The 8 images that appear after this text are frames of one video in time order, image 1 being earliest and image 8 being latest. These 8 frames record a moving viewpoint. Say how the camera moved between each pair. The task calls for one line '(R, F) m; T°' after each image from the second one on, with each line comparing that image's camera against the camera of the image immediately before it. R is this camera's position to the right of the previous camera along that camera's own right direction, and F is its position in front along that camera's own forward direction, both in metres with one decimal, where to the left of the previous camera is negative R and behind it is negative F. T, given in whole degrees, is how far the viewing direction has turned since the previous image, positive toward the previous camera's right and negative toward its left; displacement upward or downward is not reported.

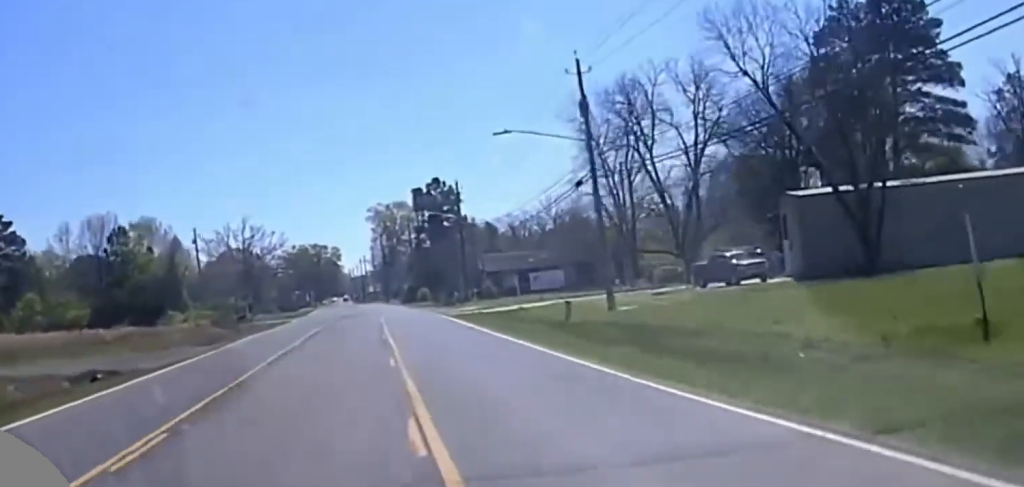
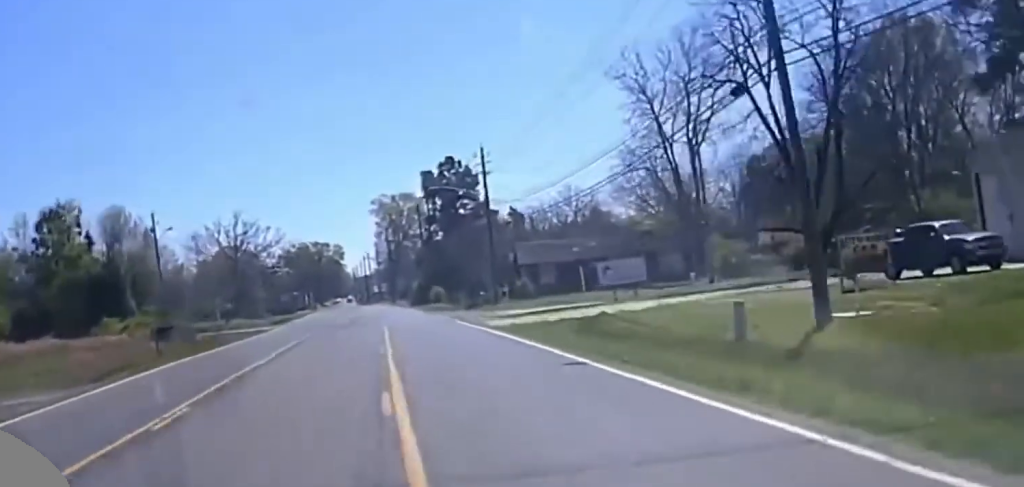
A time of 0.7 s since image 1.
(+0.2, +25.5) m; 0°
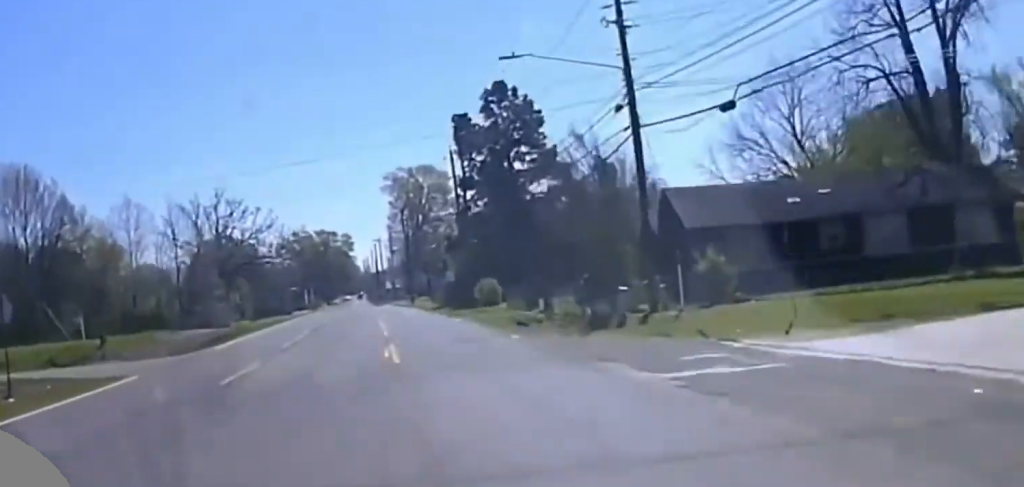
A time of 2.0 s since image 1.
(-0.8, +45.9) m; -1°
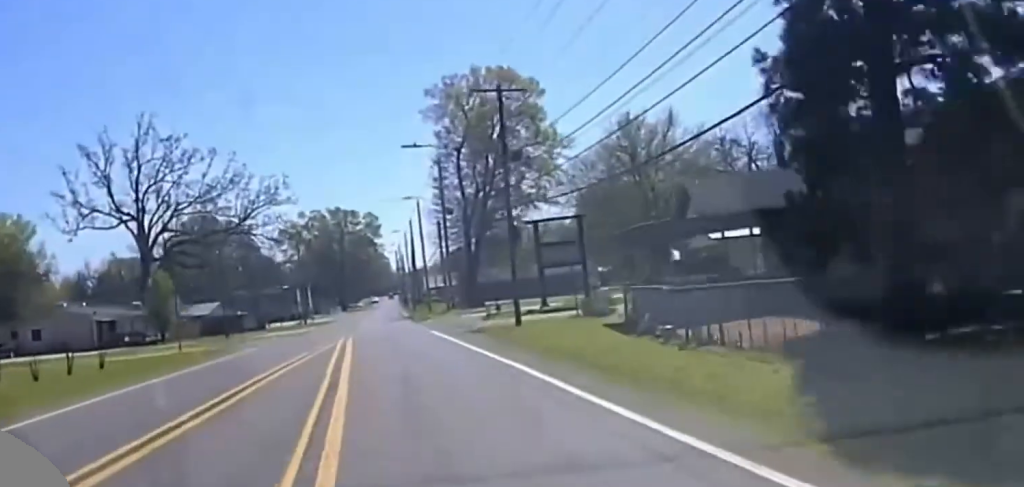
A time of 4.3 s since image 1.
(-1.0, +83.2) m; -1°
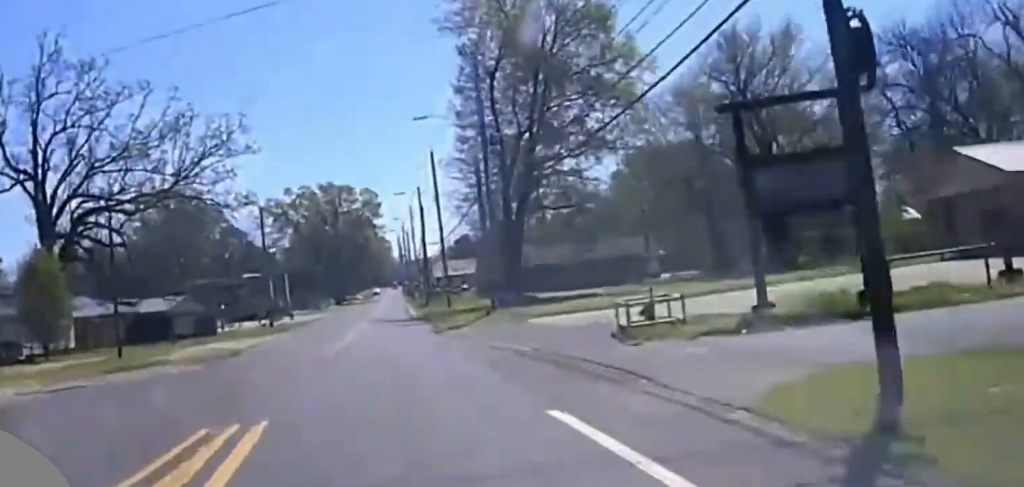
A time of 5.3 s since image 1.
(-0.2, +36.5) m; -1°
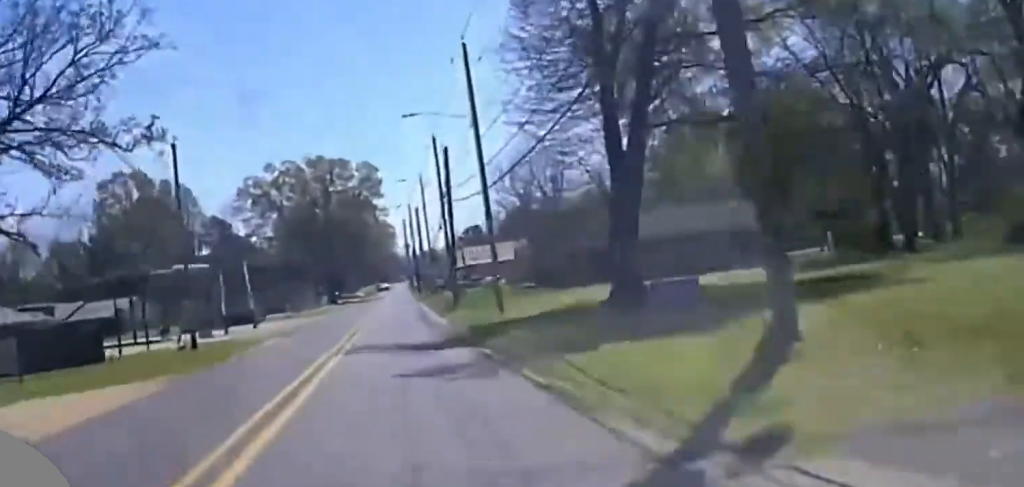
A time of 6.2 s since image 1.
(-0.2, +35.2) m; 0°
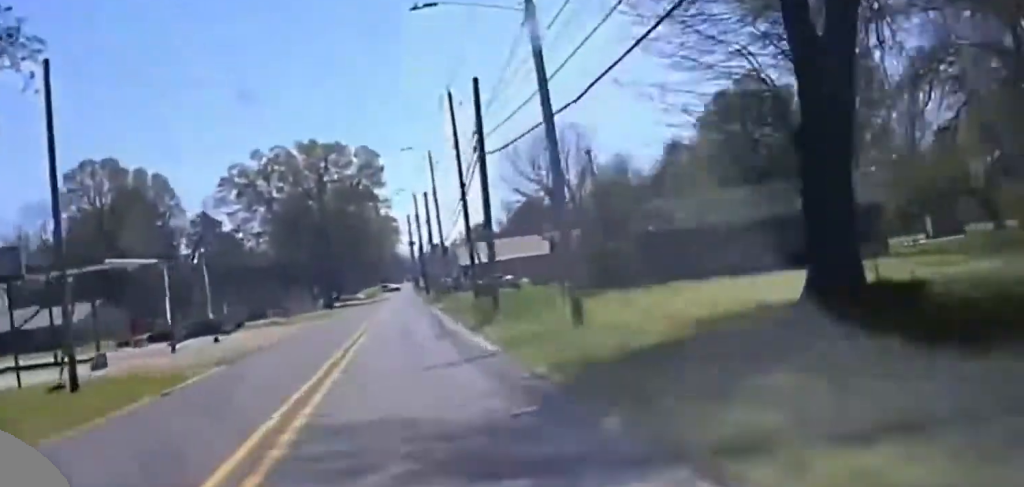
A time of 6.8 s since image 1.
(+0.1, +19.3) m; 0°
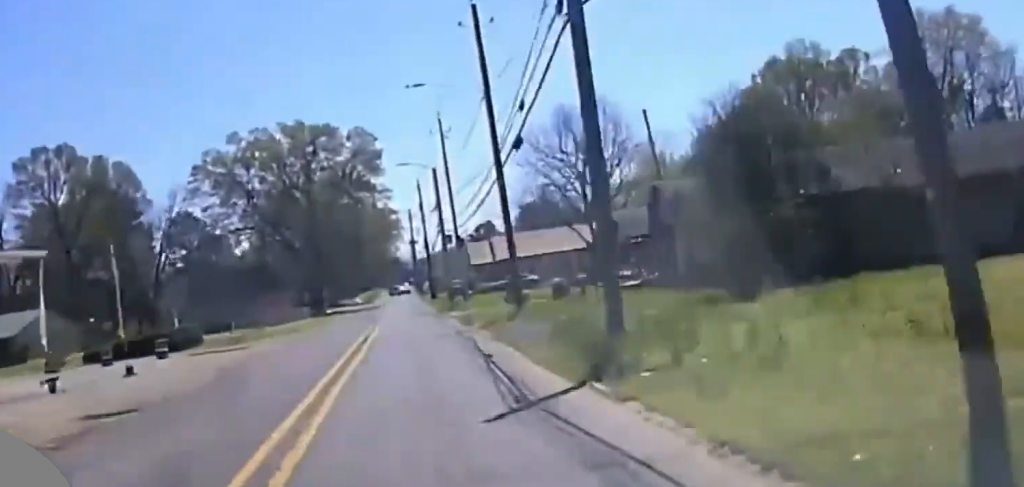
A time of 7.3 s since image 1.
(0.0, +20.0) m; 0°
